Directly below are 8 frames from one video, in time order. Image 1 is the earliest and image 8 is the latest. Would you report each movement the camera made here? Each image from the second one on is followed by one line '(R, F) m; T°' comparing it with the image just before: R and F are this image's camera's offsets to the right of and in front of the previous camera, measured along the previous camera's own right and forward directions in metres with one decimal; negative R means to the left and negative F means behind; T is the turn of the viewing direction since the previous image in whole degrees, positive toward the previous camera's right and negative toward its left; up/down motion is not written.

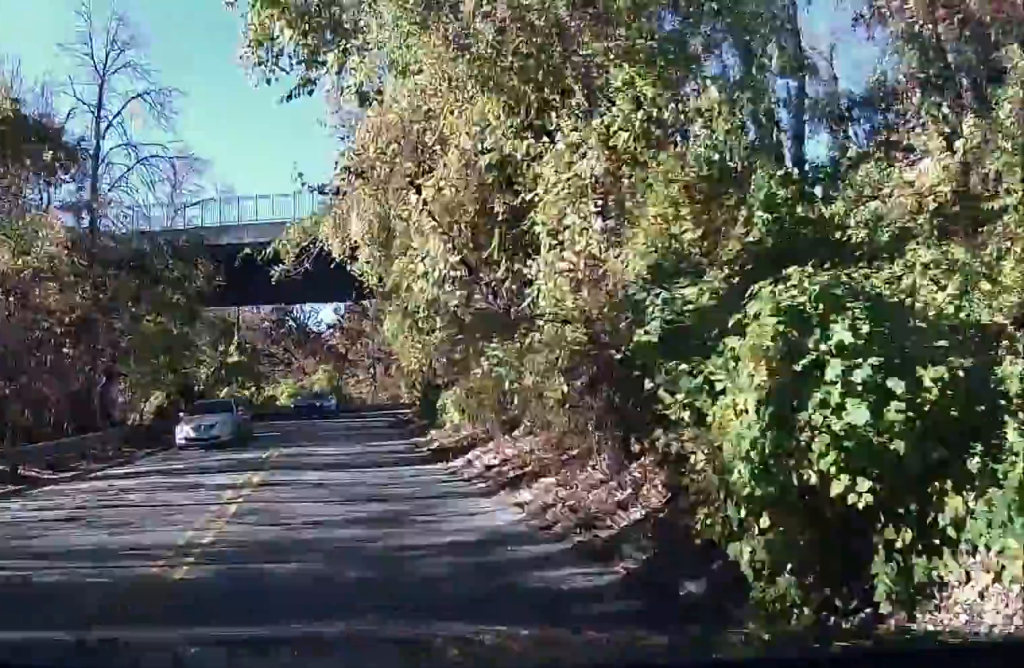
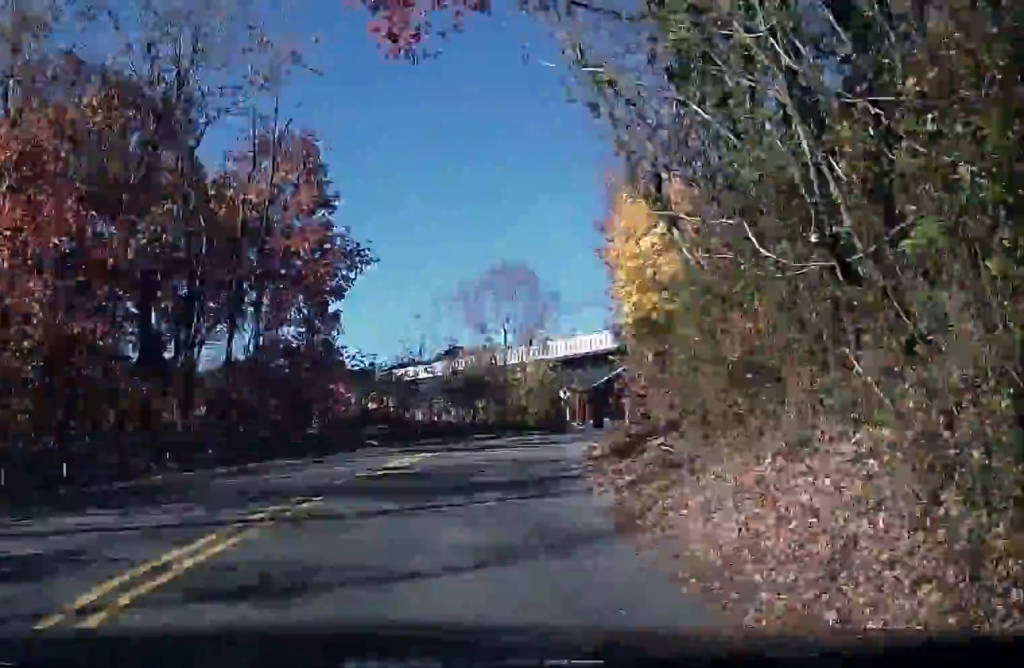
(+0.9, +56.9) m; +16°
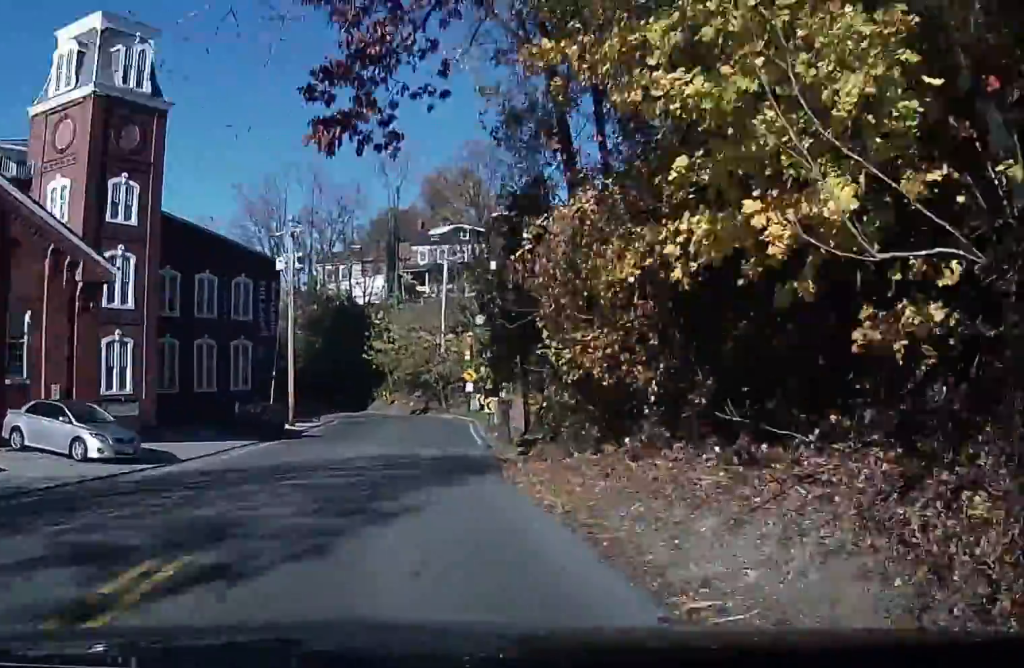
(+26.4, +64.0) m; +36°
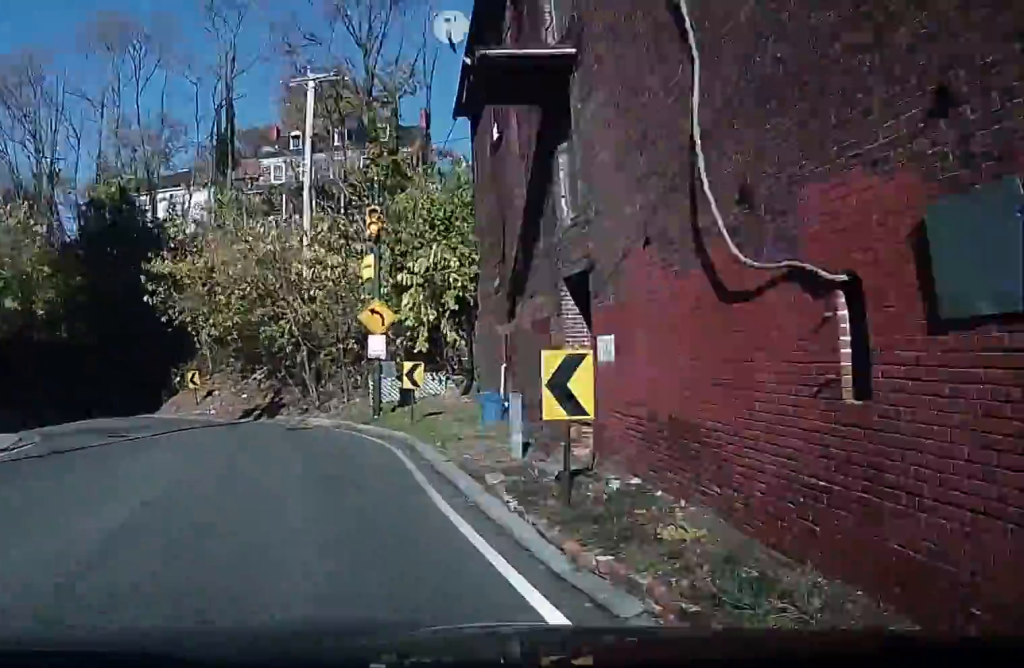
(+0.3, +32.7) m; -9°
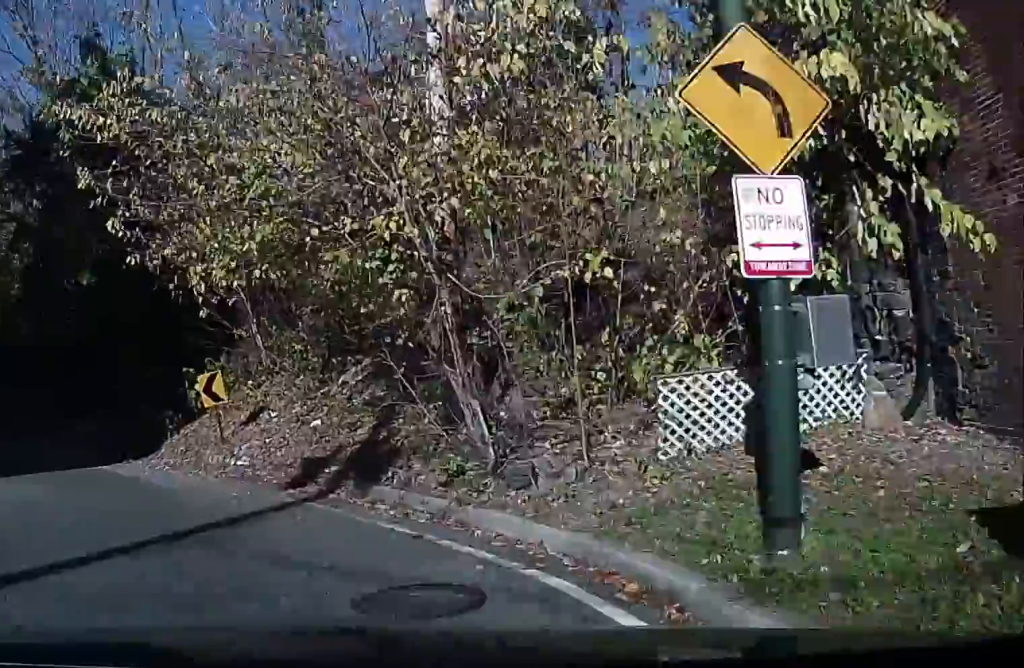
(-2.1, +17.8) m; -9°
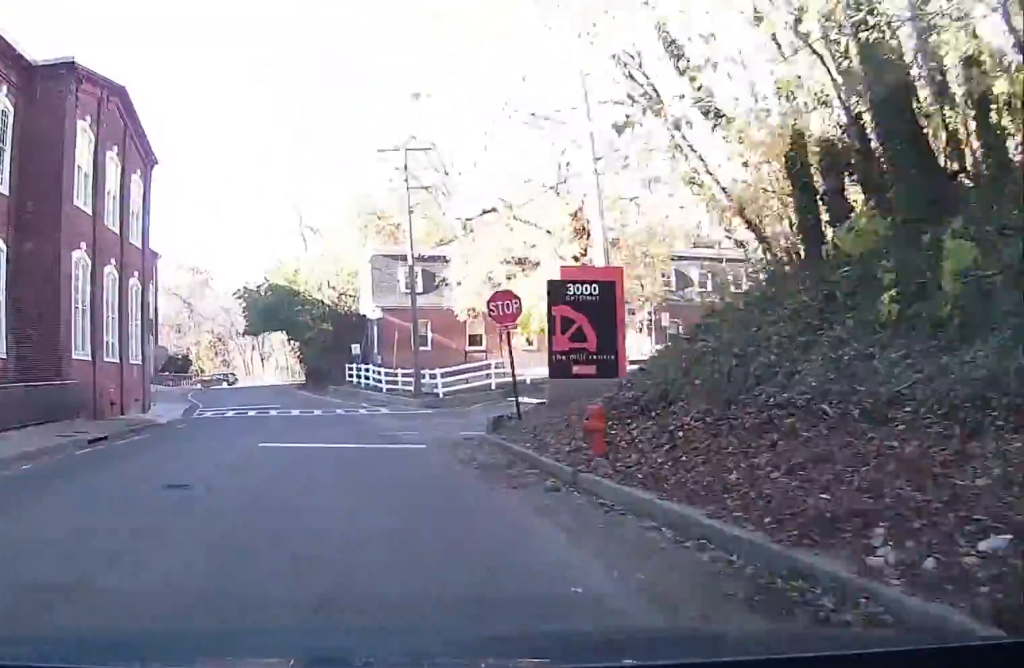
(-7.5, +34.6) m; -24°
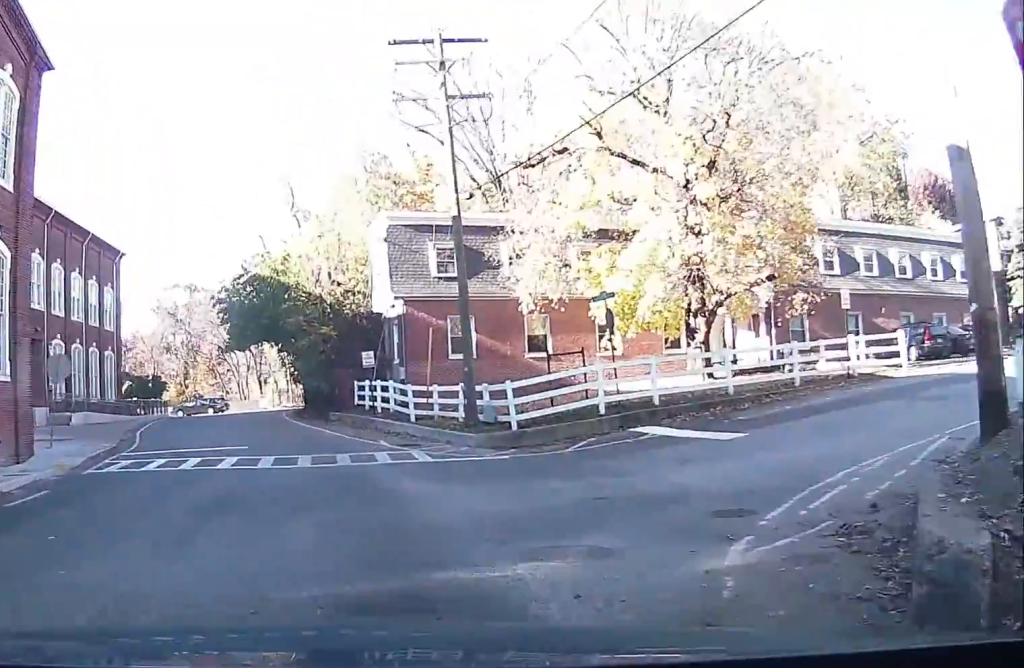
(-5.3, +25.9) m; -17°
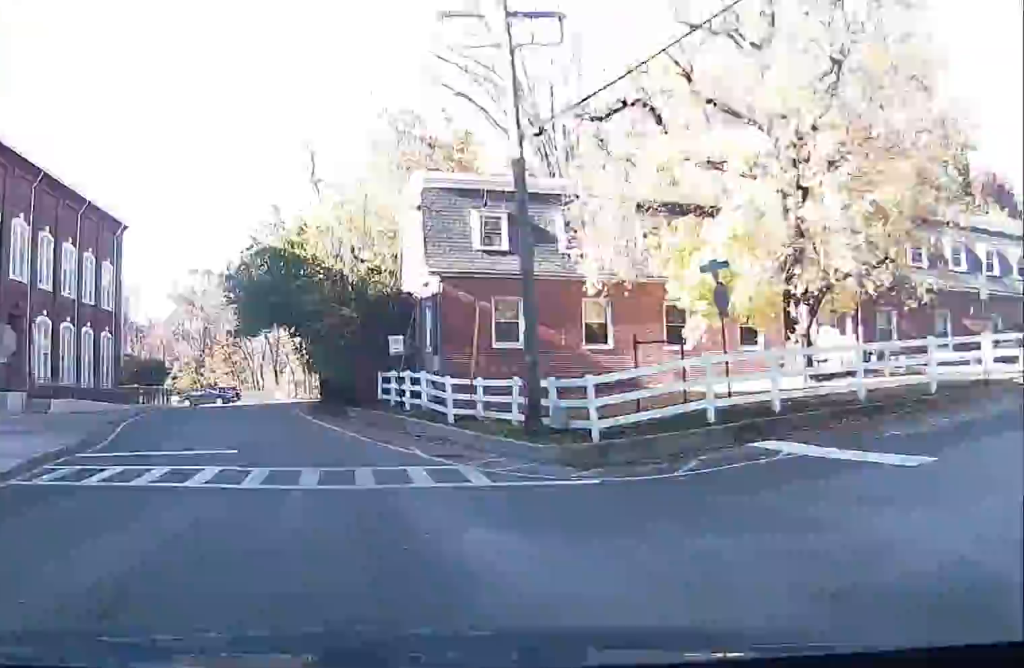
(-1.7, +12.6) m; -5°
